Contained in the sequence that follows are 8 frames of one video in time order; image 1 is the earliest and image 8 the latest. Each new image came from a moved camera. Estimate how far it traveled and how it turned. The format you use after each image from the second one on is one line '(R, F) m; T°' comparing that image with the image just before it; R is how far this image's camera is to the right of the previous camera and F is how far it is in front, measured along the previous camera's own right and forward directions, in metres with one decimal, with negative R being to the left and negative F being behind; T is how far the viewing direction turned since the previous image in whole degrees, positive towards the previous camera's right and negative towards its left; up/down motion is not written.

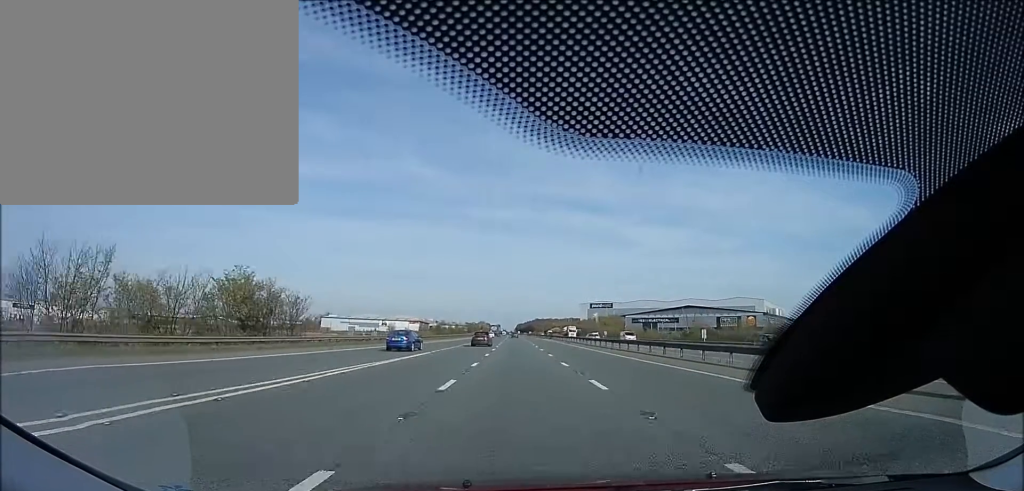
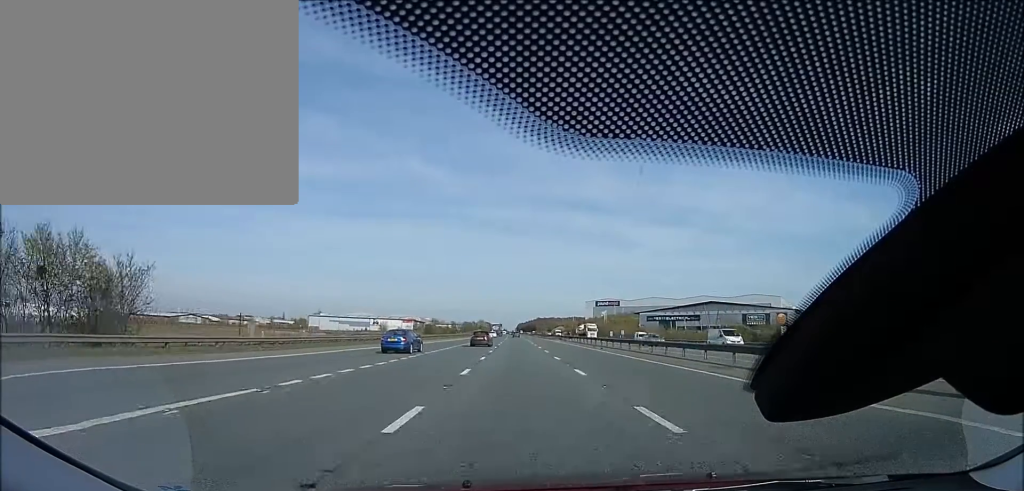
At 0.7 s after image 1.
(+0.1, +22.4) m; -2°
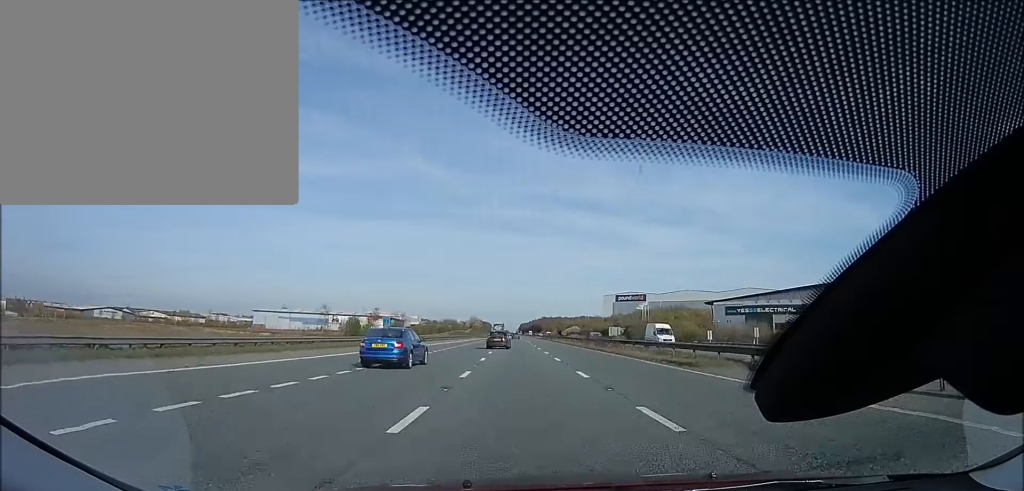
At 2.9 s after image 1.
(-0.4, +71.6) m; +2°
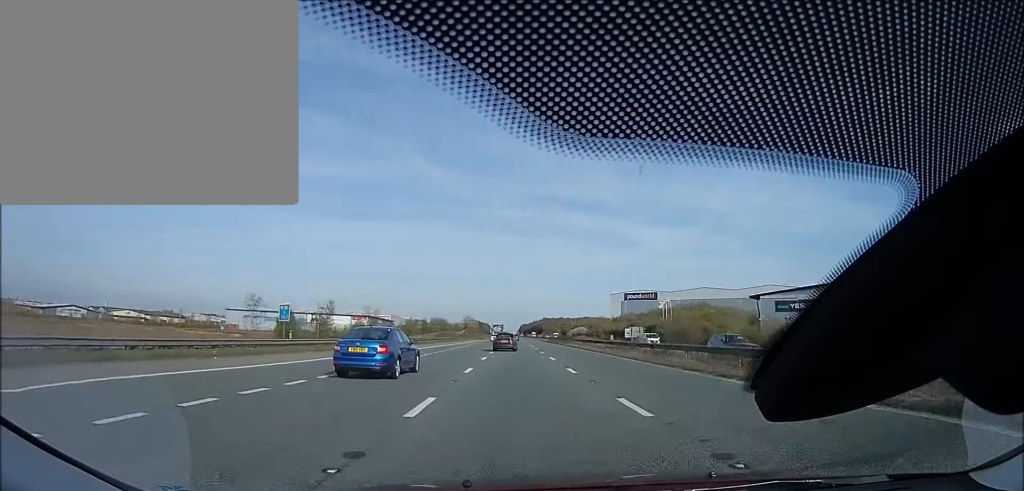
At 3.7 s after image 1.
(-0.1, +24.8) m; 0°
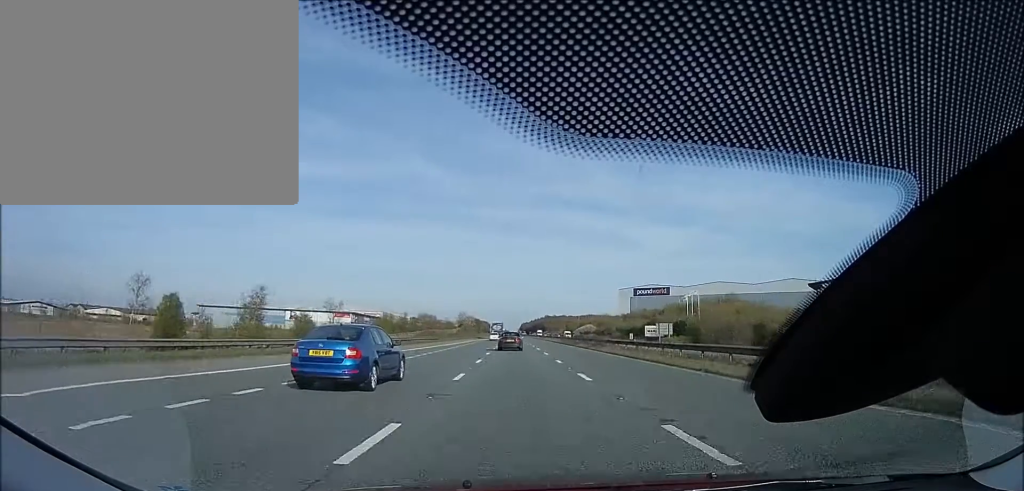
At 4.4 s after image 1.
(0.0, +21.6) m; -1°
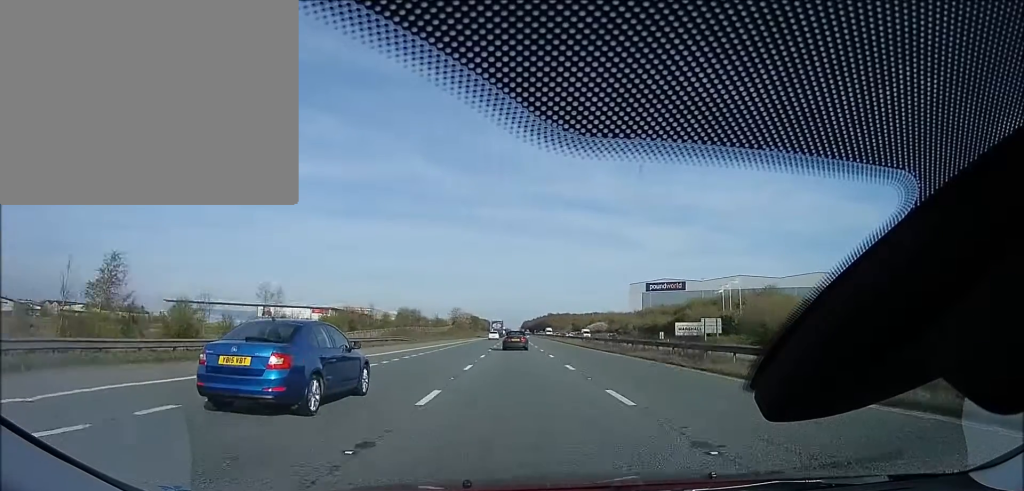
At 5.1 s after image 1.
(0.0, +22.6) m; -1°
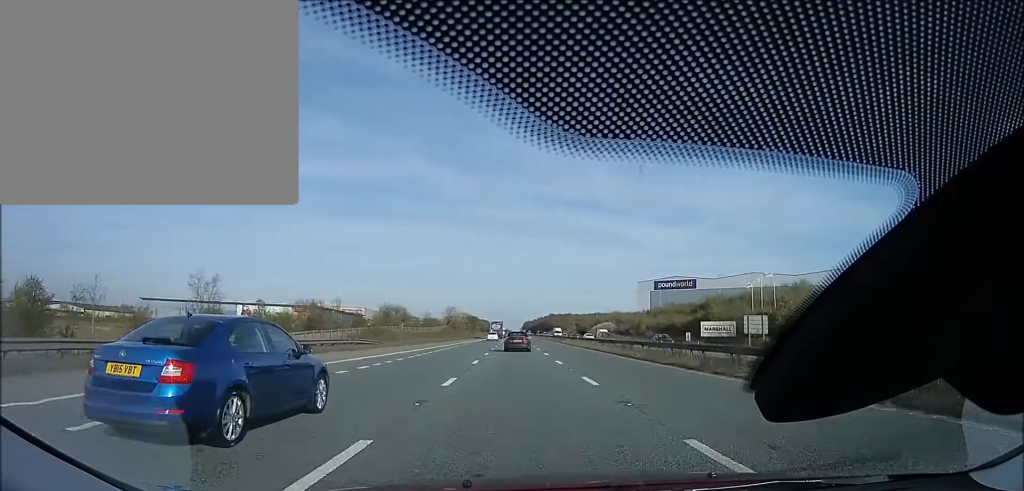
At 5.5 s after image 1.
(-0.3, +14.0) m; -1°
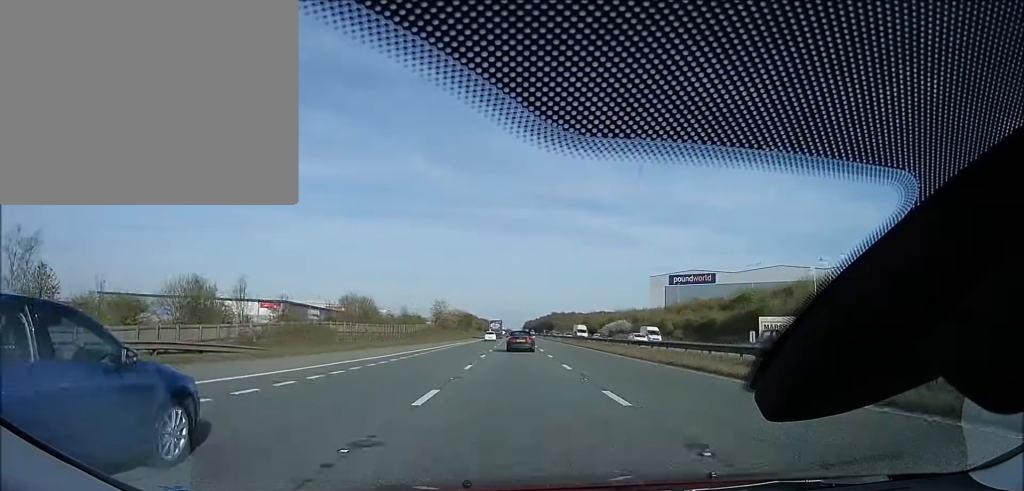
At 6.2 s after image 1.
(-0.2, +21.6) m; -1°
